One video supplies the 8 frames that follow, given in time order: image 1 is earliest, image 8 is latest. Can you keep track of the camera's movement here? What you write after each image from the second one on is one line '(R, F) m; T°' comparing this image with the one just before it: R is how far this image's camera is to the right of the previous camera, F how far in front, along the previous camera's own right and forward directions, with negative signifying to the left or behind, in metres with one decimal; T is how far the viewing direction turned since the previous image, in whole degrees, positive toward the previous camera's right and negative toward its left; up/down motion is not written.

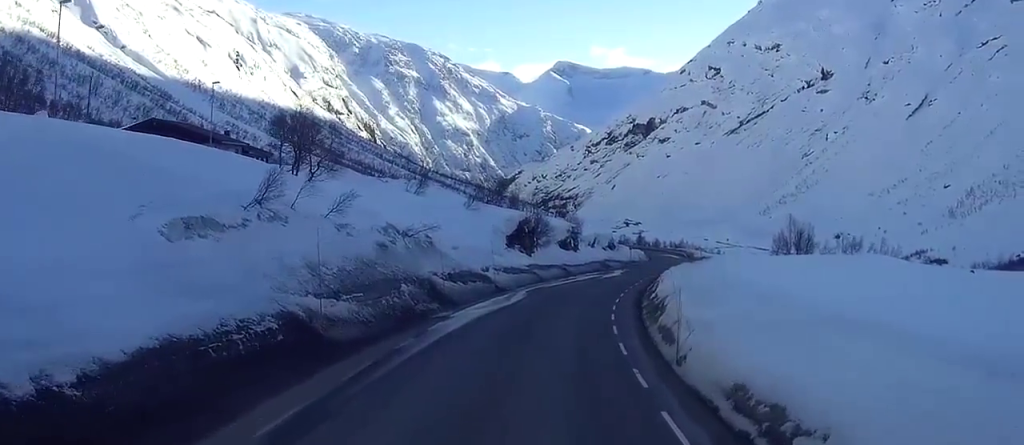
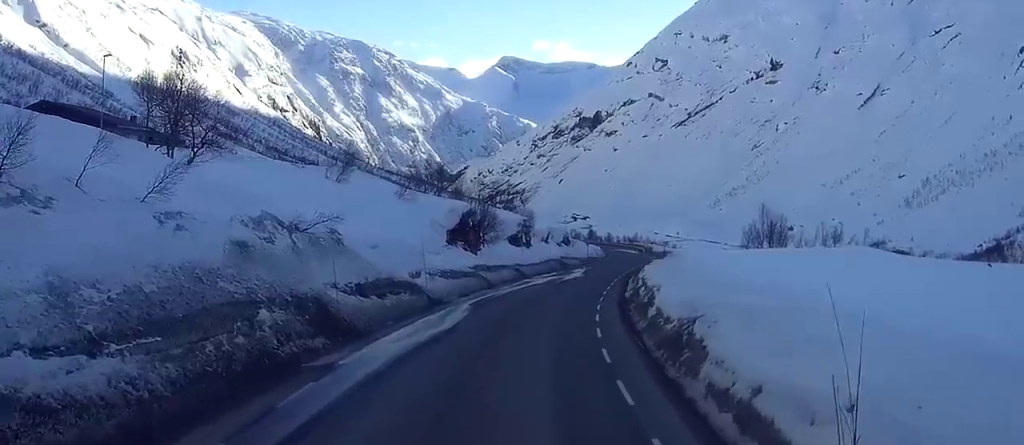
(-0.1, +13.5) m; -1°
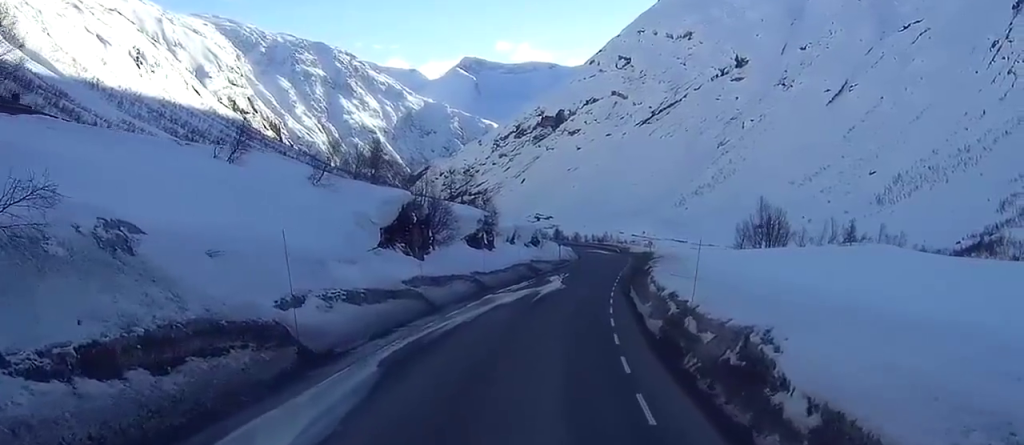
(-0.4, +19.1) m; +2°
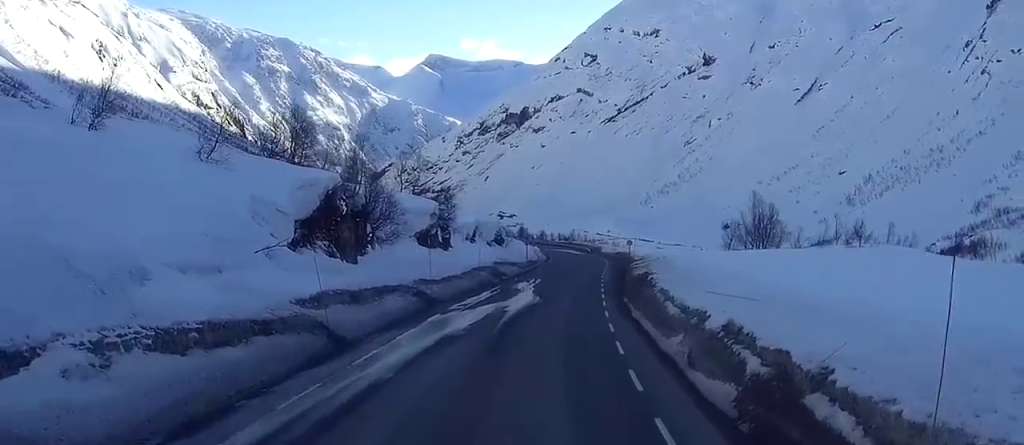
(+0.5, +13.9) m; +5°
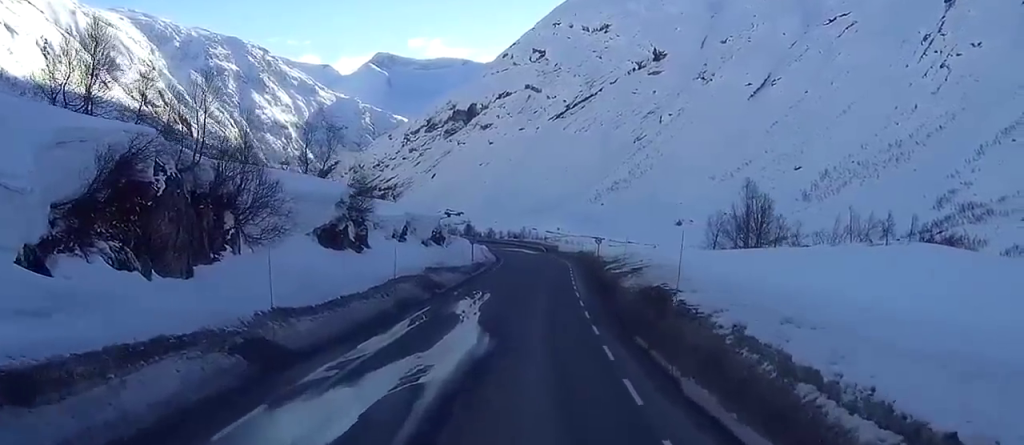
(+1.4, +19.3) m; +6°
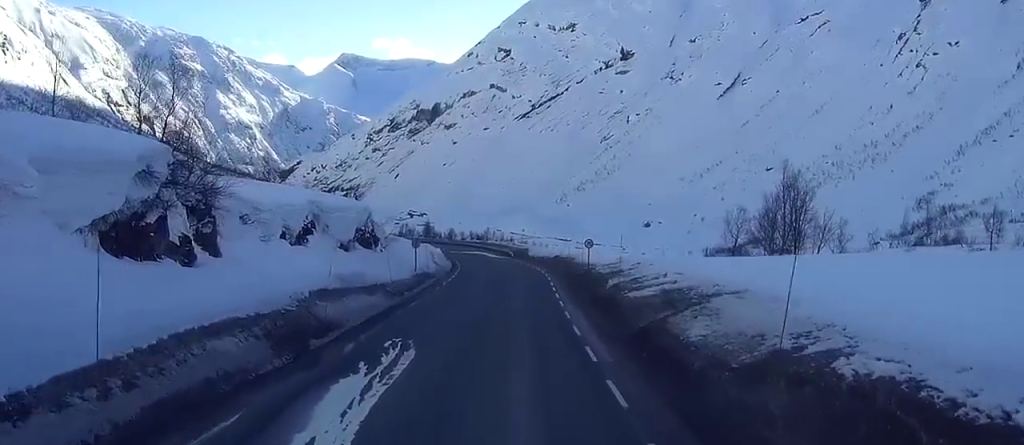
(+1.1, +23.2) m; +6°
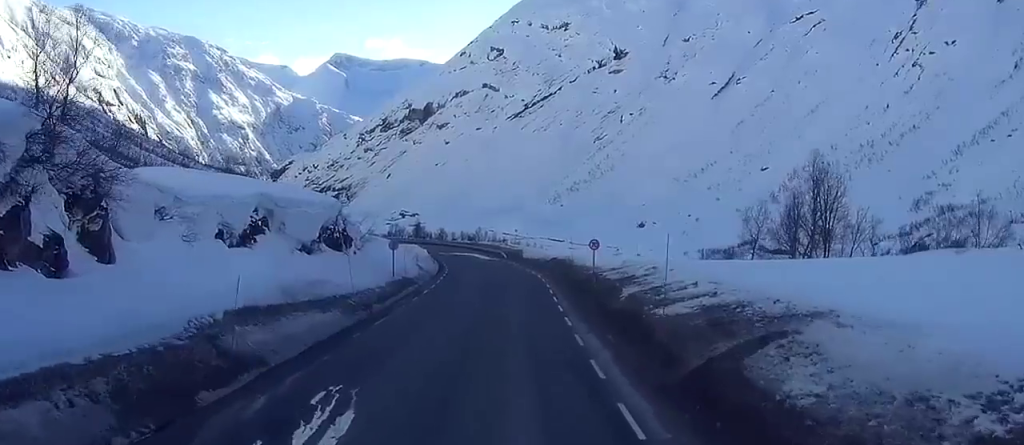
(+0.2, +8.5) m; +1°
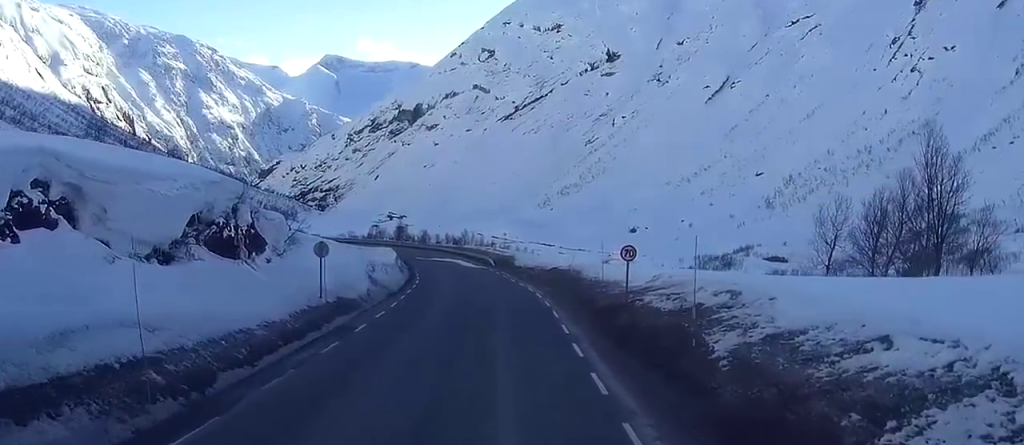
(+0.1, +18.8) m; 0°
